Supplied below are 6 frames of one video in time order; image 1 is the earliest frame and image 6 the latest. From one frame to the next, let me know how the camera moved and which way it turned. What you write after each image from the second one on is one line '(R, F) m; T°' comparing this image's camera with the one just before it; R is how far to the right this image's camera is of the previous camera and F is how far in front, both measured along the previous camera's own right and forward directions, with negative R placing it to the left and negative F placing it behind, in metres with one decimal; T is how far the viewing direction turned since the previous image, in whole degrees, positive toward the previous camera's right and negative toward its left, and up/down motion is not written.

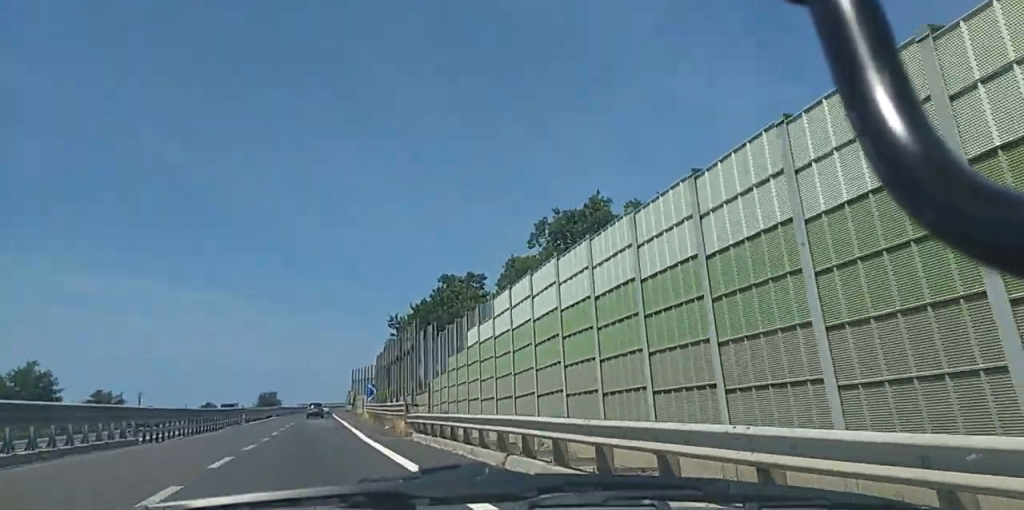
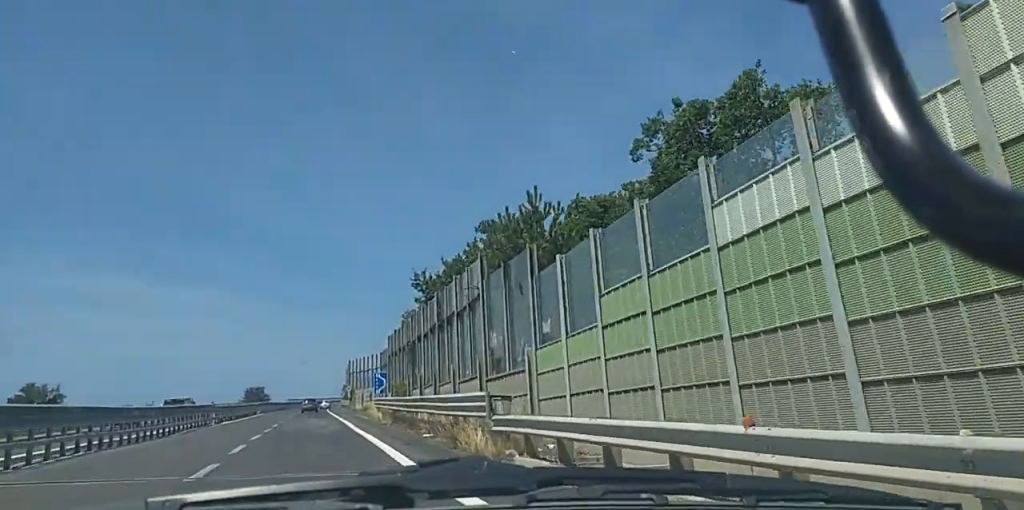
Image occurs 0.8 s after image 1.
(0.0, +16.4) m; -2°
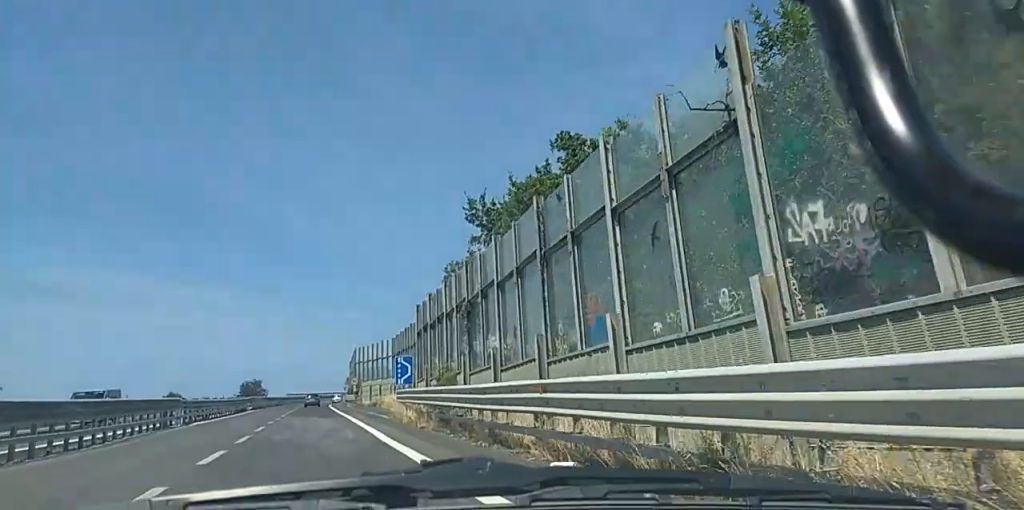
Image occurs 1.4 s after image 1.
(-0.1, +13.6) m; -1°
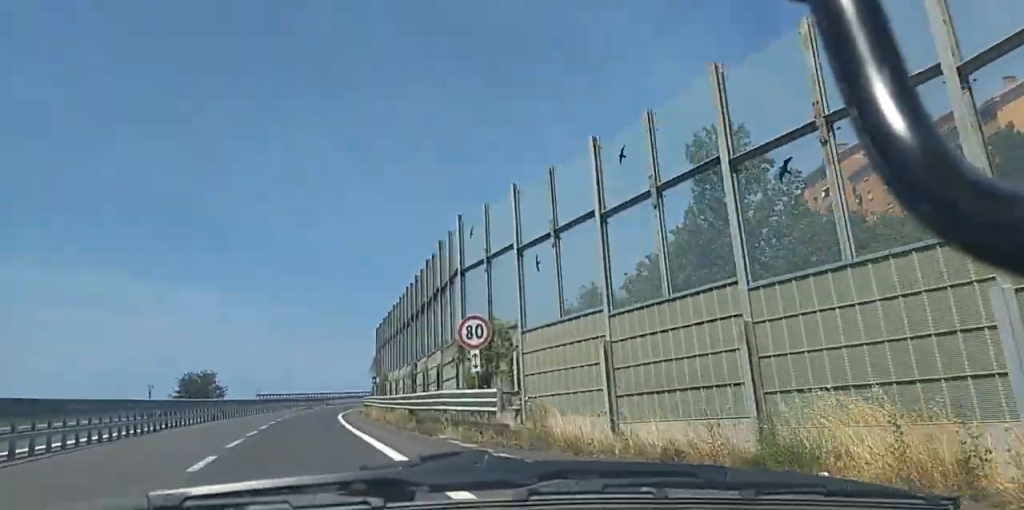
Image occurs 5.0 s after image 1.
(-0.1, +73.9) m; +2°
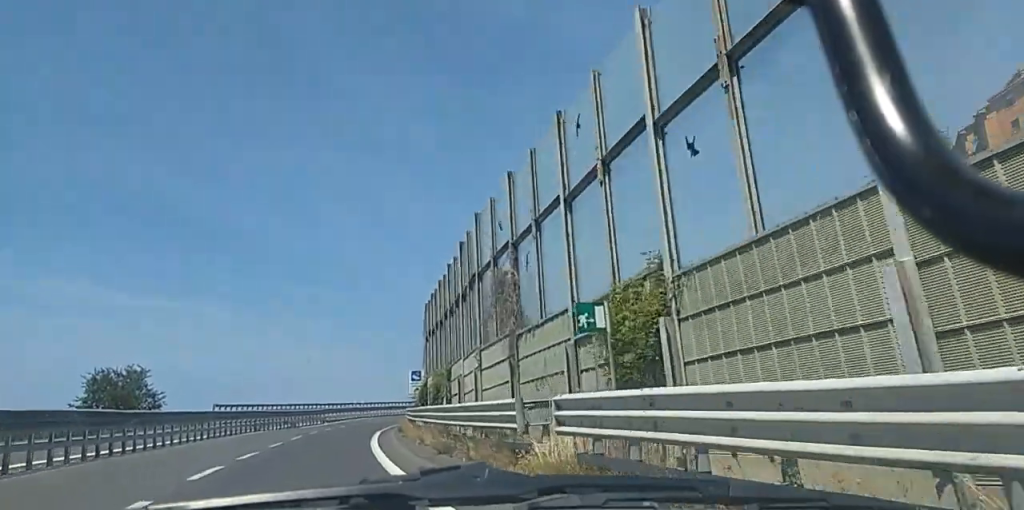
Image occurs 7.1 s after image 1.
(+1.6, +42.0) m; +4°
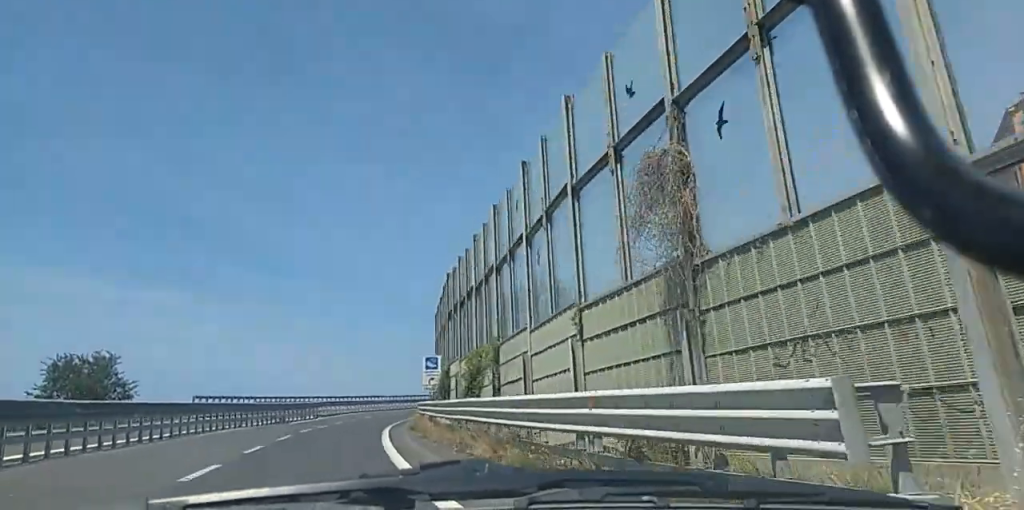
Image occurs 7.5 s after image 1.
(0.0, +8.8) m; 0°
